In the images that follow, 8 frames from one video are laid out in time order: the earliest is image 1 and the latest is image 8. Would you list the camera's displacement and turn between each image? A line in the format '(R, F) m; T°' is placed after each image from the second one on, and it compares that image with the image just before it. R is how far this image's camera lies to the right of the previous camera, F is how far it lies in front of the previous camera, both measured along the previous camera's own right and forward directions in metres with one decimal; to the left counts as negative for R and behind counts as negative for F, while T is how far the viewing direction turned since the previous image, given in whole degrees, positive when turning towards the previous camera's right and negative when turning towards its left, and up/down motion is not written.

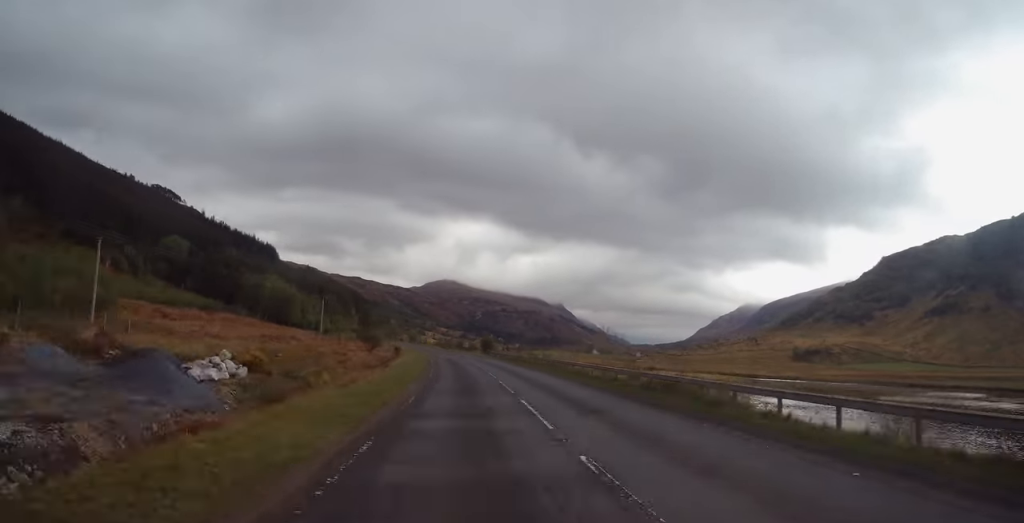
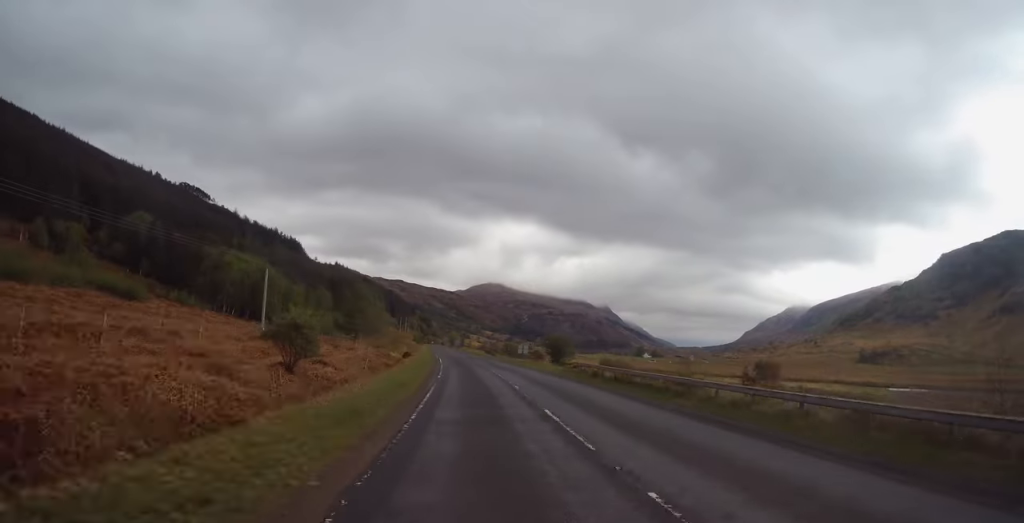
(-1.1, +48.7) m; -4°
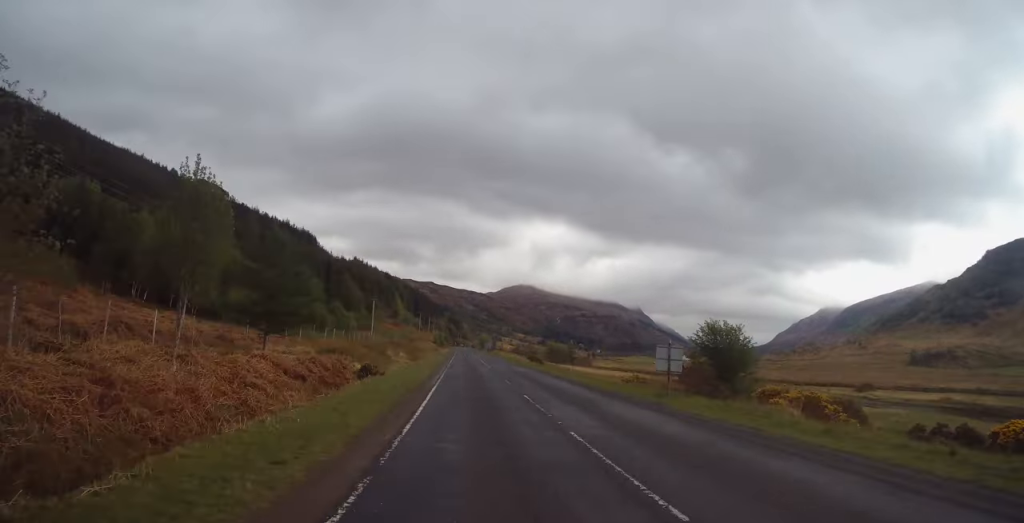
(-2.1, +40.9) m; -1°
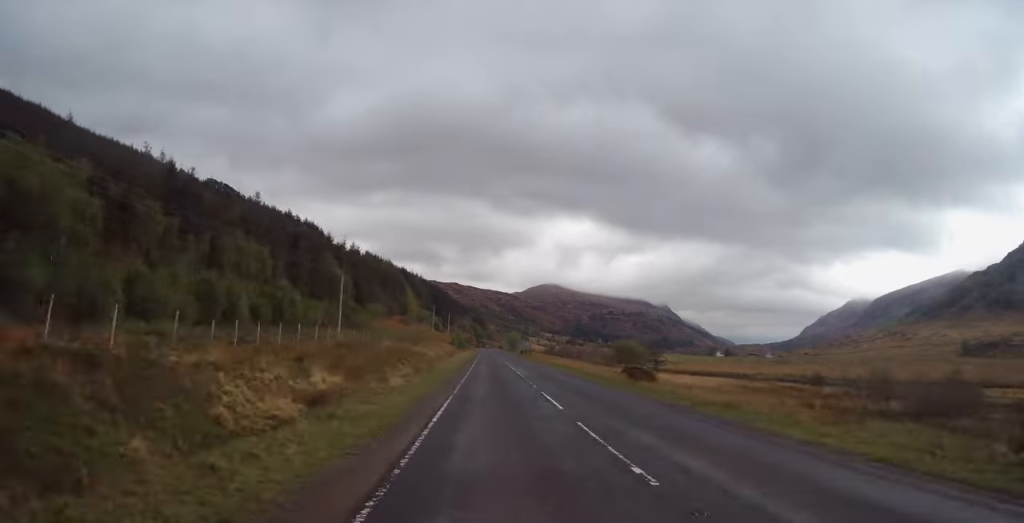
(-1.1, +43.9) m; -1°
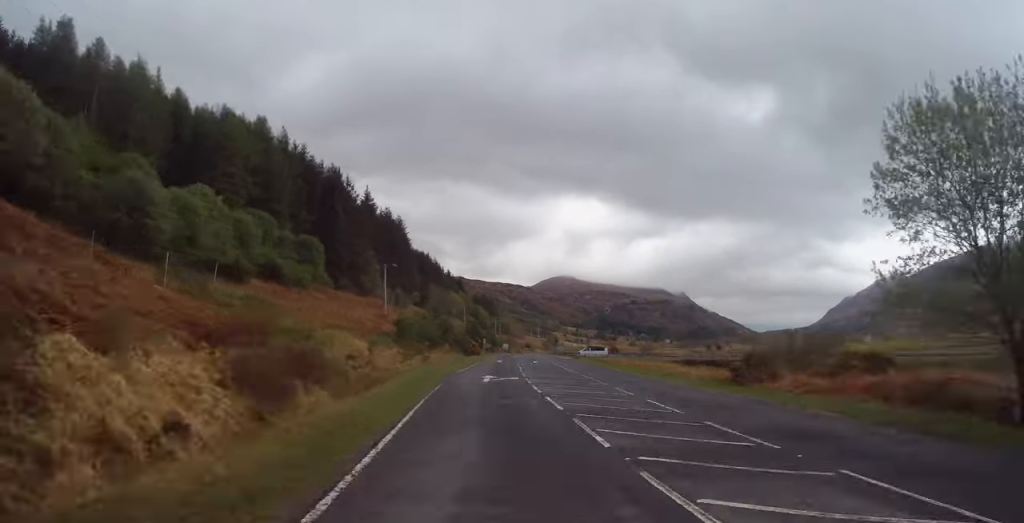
(-0.5, +258.1) m; +1°
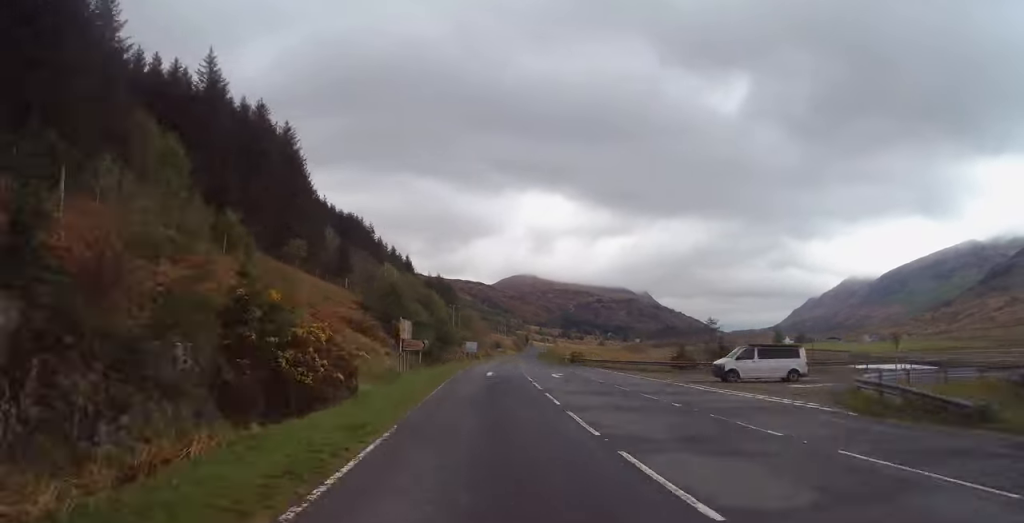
(+1.5, +78.3) m; +3°
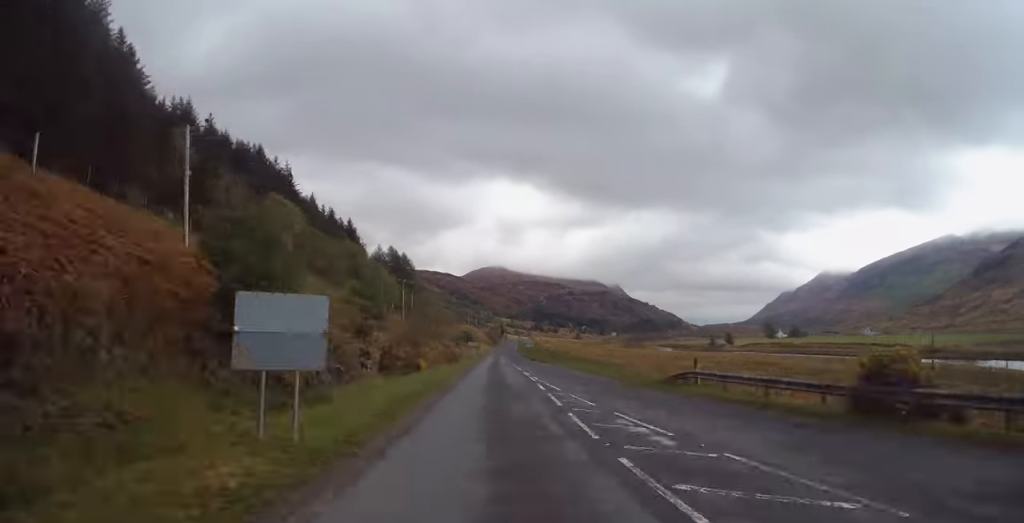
(+1.4, +61.9) m; +2°
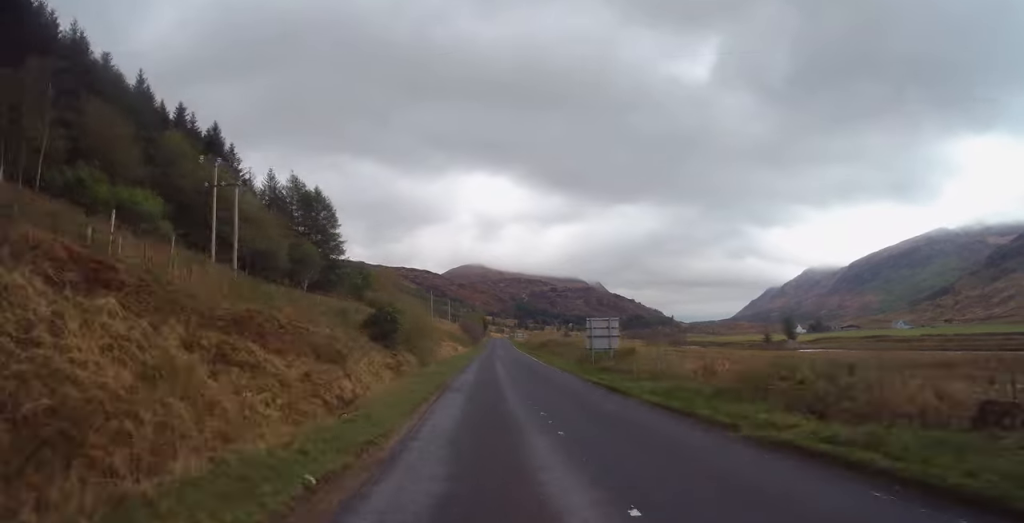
(+1.9, +90.0) m; +2°
